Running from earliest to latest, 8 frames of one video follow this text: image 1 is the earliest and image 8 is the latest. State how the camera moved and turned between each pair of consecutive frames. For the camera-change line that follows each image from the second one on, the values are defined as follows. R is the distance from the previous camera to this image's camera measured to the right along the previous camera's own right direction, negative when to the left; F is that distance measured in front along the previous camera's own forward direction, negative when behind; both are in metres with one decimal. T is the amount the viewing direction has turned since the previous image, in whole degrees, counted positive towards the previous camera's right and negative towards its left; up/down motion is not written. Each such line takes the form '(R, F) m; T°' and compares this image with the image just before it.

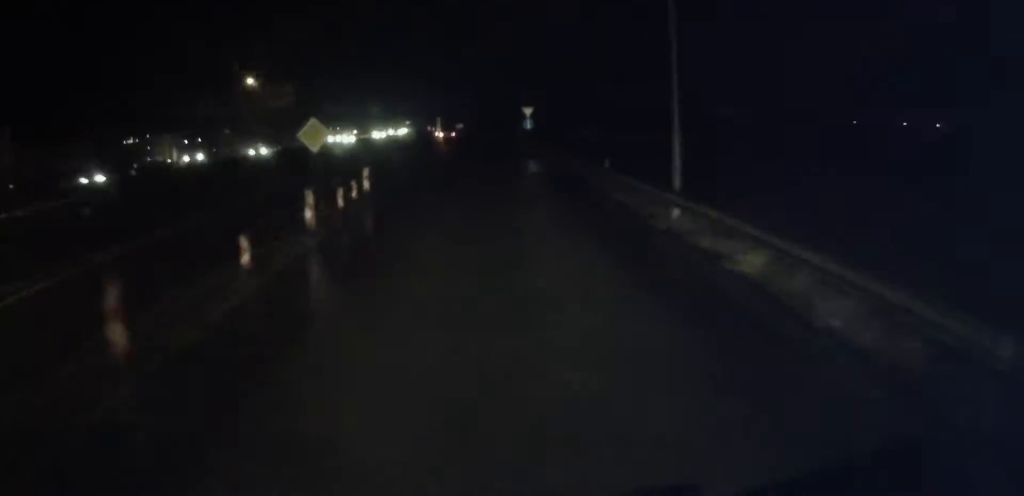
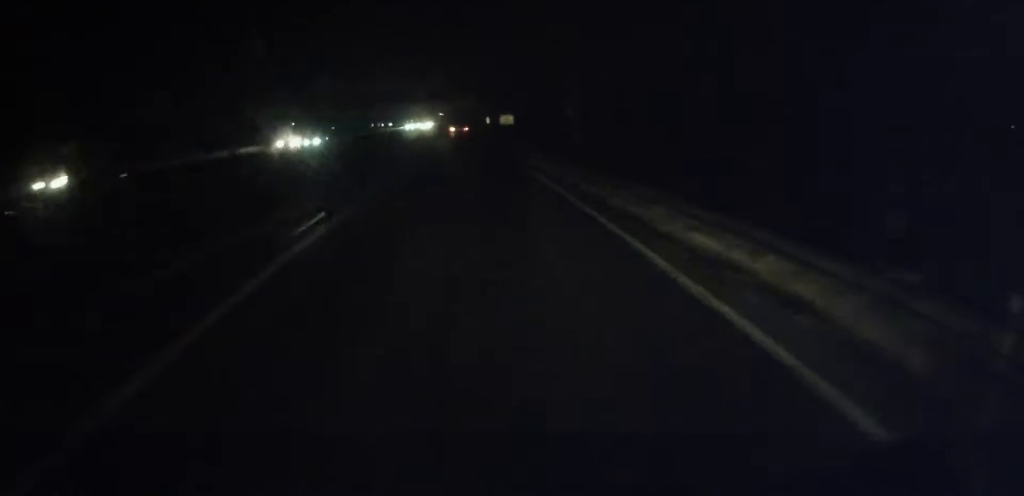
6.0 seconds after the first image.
(+3.0, +101.0) m; 0°
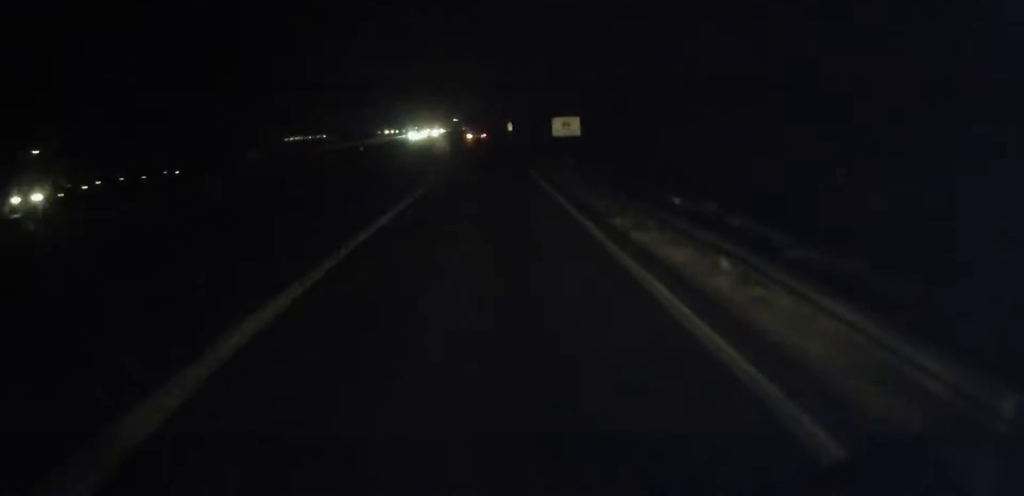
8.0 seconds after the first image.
(-0.5, +37.9) m; -1°
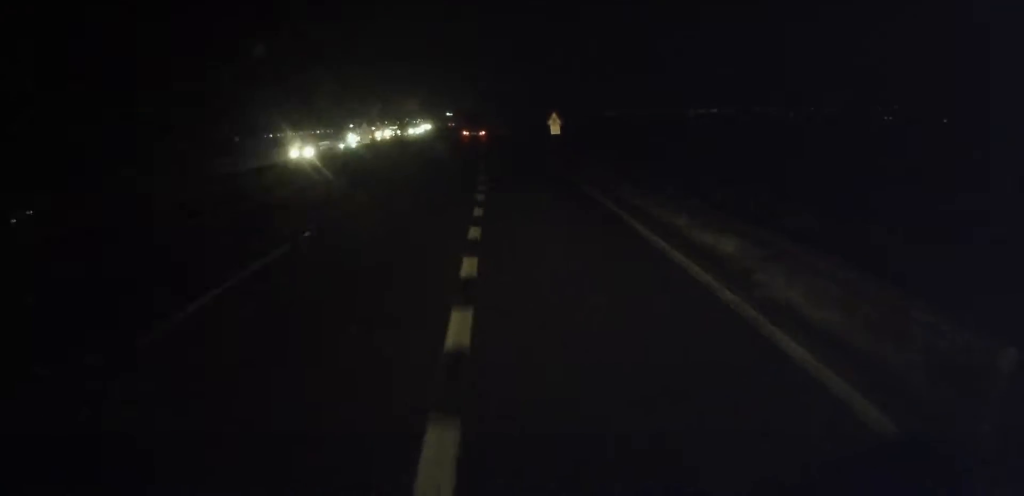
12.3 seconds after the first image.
(-1.0, +82.8) m; -1°
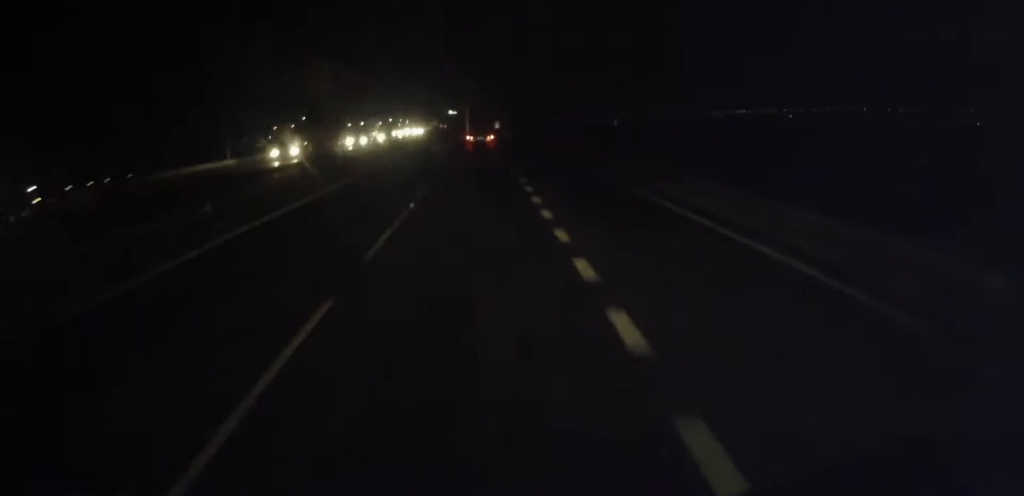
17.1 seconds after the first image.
(-0.7, +96.7) m; -1°
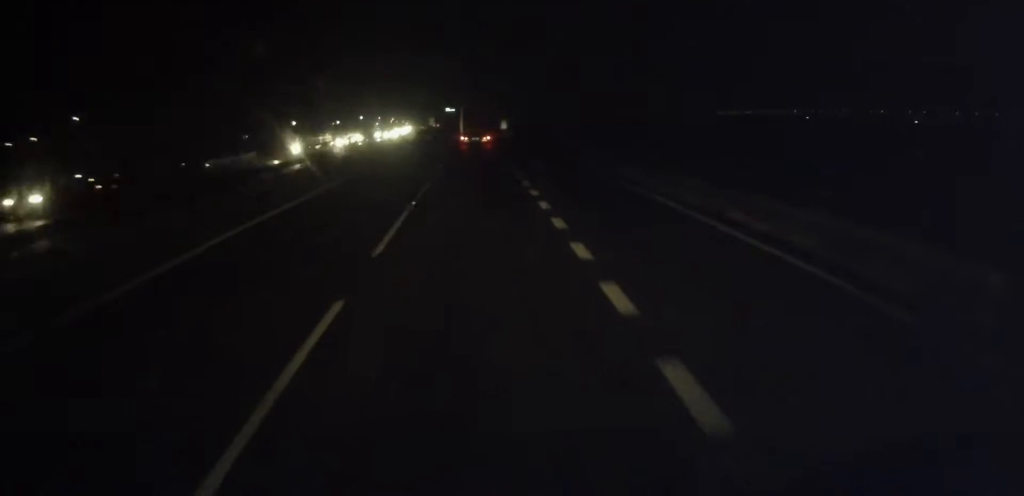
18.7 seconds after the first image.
(-0.1, +35.1) m; 0°
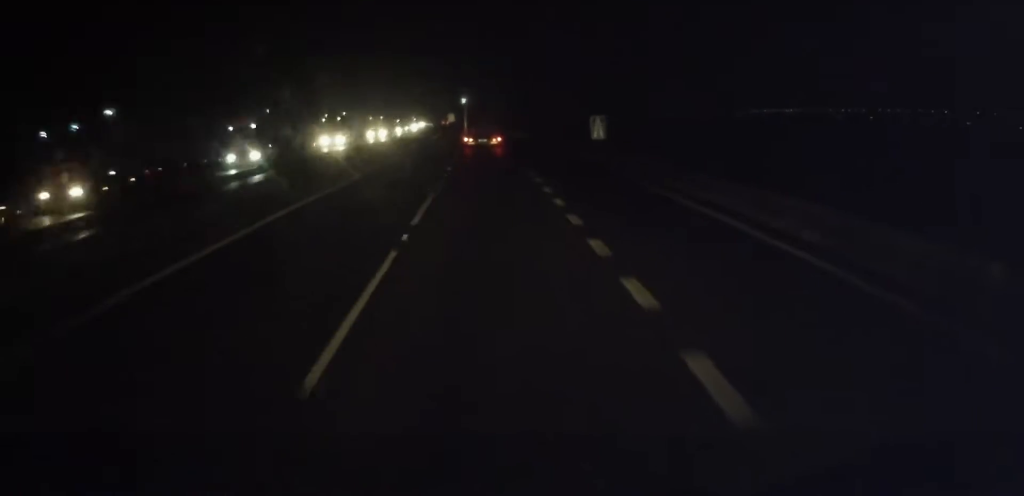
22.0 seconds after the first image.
(-0.3, +75.3) m; -1°
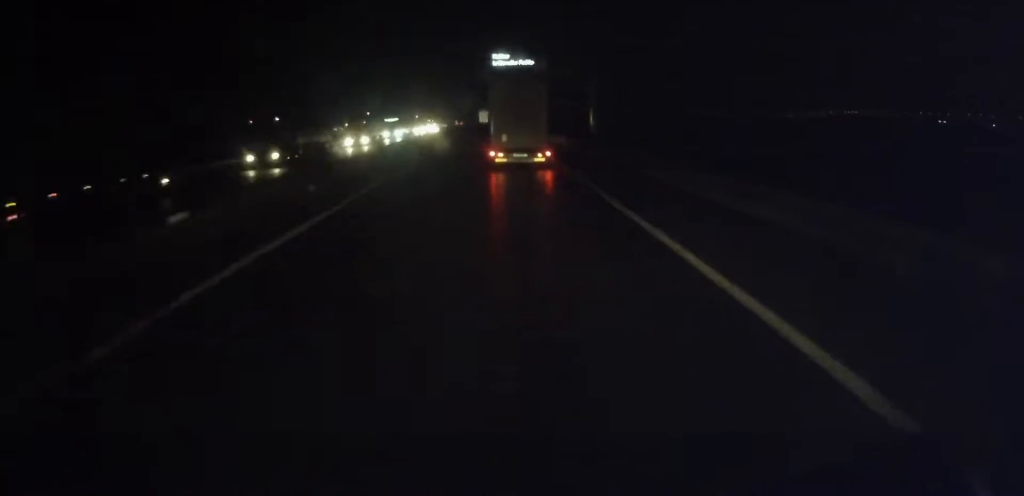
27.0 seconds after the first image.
(-3.4, +121.7) m; -3°
